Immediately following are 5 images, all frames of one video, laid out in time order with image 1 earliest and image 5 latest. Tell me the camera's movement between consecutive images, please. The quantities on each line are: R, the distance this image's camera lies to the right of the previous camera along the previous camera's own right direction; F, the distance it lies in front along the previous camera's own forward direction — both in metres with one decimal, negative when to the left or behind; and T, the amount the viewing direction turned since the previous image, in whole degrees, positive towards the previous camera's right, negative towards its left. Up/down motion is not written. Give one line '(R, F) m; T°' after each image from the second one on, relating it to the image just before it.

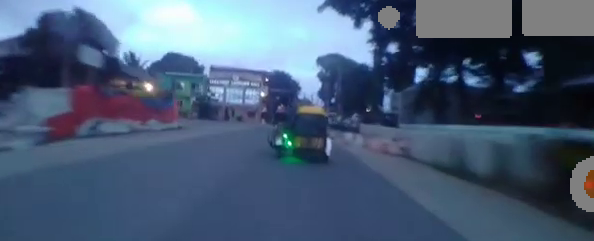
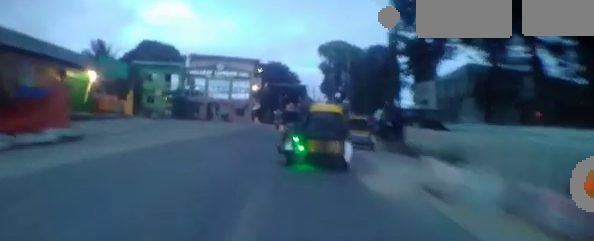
(0.0, +7.8) m; -2°
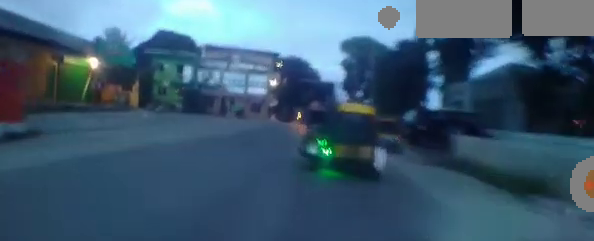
(0.0, +1.8) m; -3°
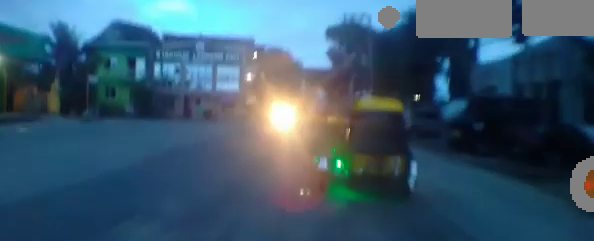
(-0.4, +4.9) m; -3°
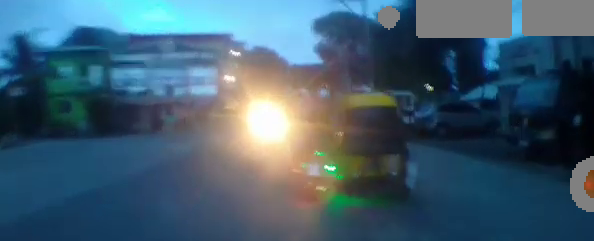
(+0.3, +3.6) m; +7°
